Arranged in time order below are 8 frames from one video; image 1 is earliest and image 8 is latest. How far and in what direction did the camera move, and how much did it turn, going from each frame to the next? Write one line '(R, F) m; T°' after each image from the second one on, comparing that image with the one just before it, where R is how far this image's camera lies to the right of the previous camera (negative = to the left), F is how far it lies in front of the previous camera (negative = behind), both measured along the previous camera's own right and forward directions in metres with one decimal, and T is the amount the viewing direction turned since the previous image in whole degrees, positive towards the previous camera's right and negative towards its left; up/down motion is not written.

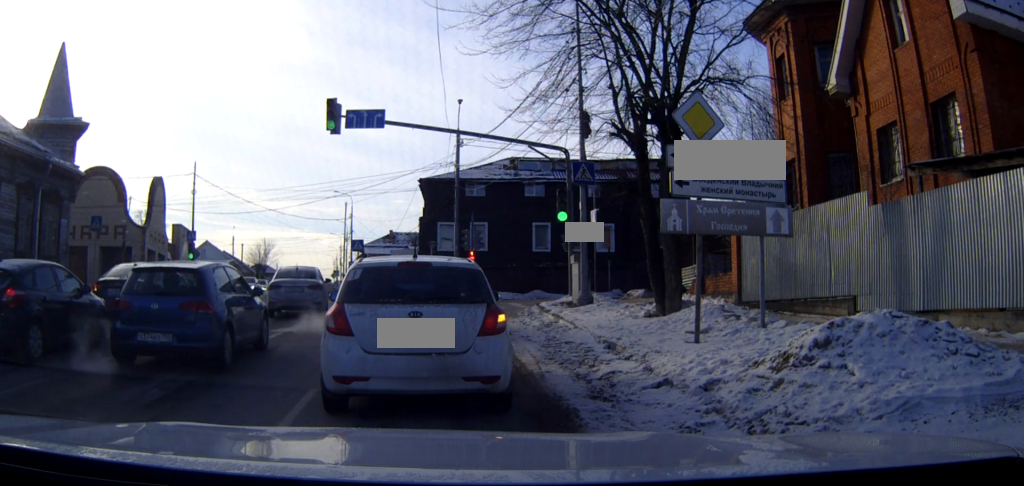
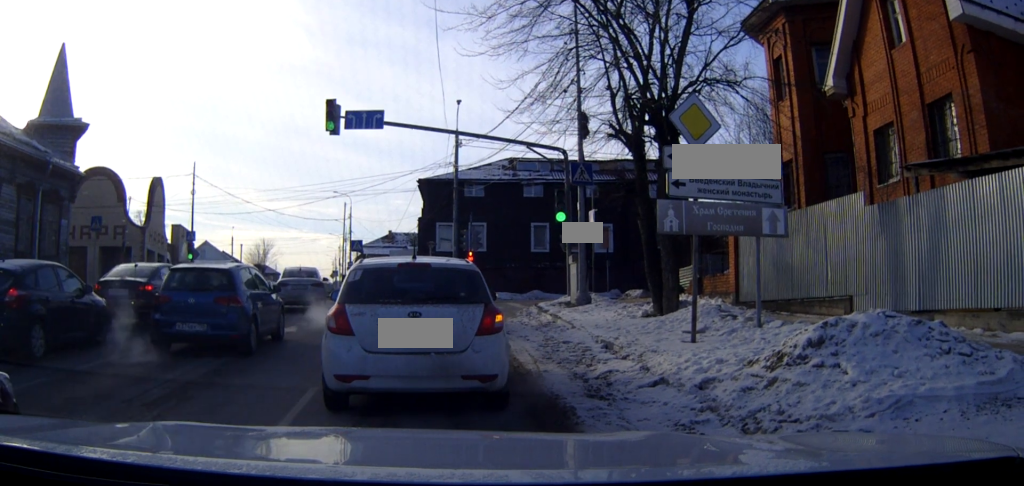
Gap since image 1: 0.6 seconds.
(0.0, 0.0) m; 0°
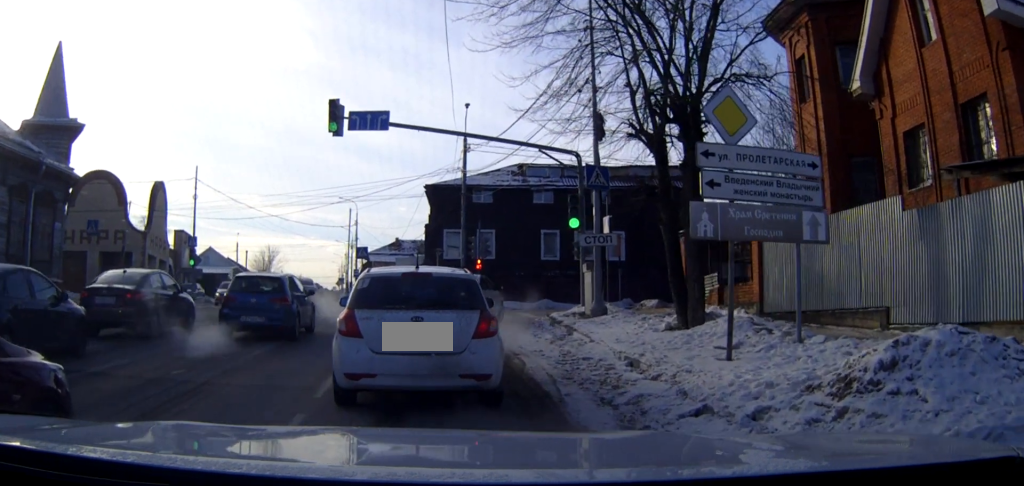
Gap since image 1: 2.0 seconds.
(0.0, 0.0) m; 0°
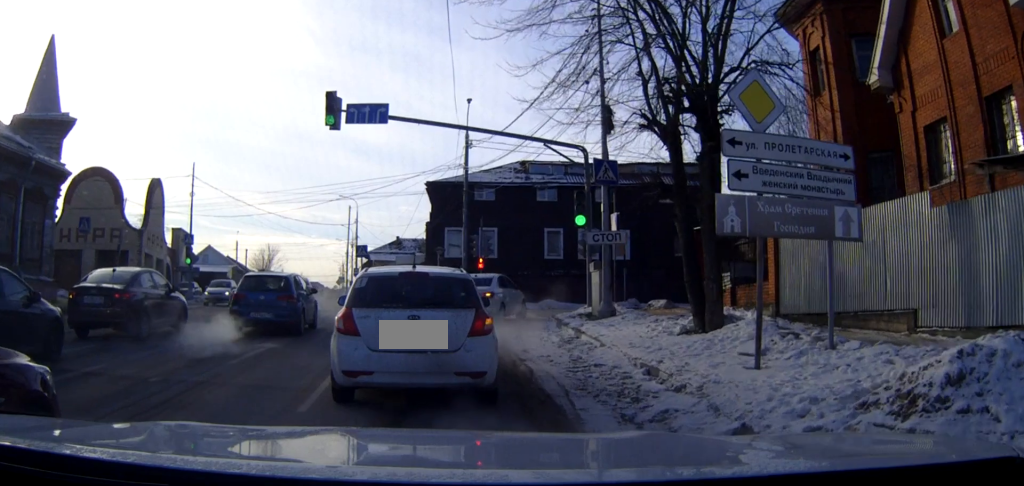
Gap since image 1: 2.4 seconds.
(0.0, 0.0) m; 0°
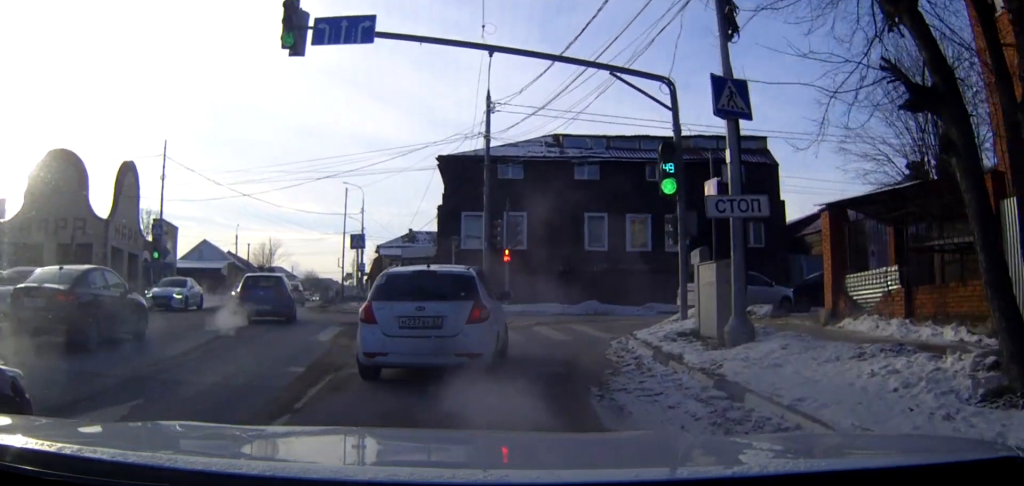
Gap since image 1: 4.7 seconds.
(-0.1, +2.5) m; -3°
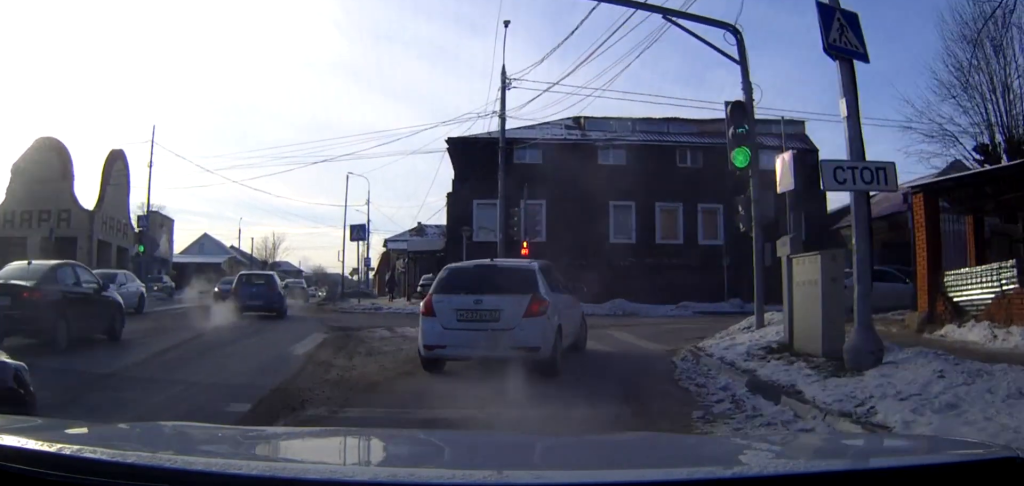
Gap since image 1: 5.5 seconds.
(0.0, +2.8) m; -1°
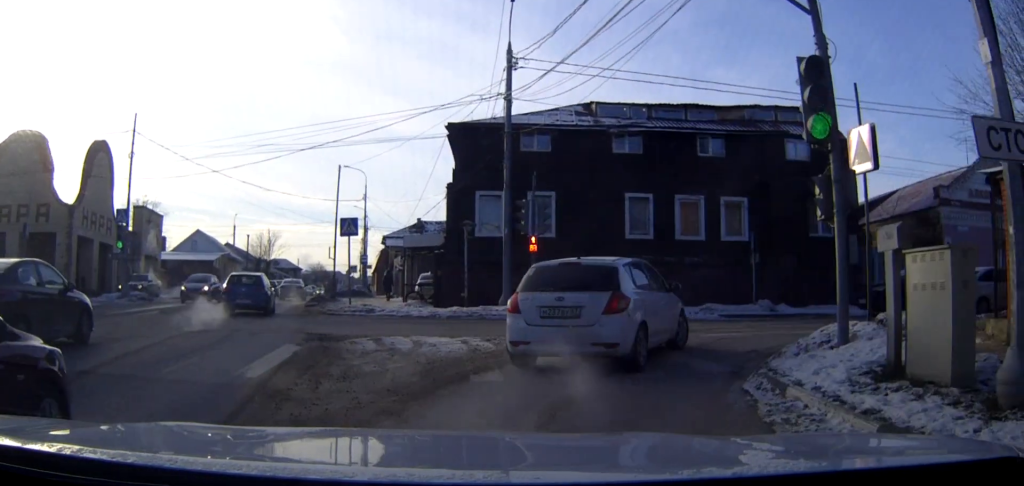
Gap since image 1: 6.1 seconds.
(0.0, +2.8) m; +1°
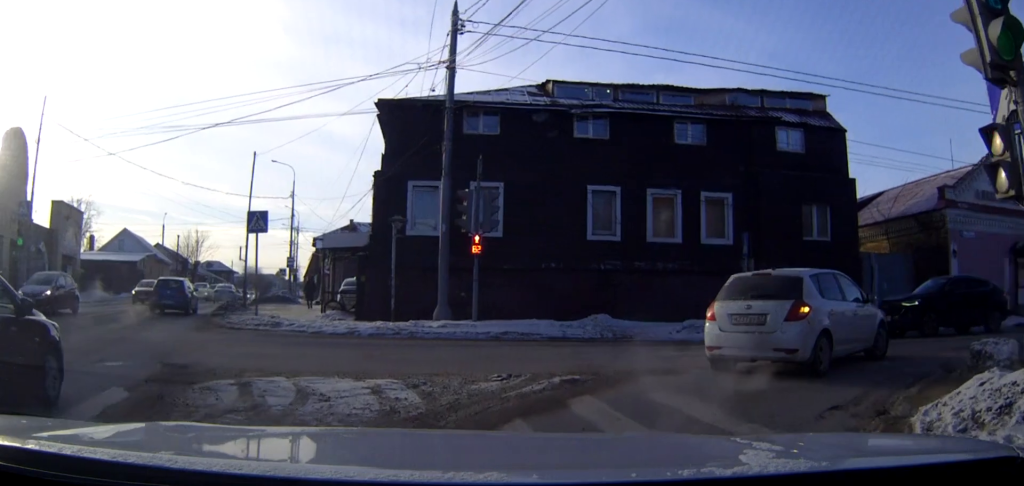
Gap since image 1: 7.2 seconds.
(+0.1, +5.1) m; +4°
